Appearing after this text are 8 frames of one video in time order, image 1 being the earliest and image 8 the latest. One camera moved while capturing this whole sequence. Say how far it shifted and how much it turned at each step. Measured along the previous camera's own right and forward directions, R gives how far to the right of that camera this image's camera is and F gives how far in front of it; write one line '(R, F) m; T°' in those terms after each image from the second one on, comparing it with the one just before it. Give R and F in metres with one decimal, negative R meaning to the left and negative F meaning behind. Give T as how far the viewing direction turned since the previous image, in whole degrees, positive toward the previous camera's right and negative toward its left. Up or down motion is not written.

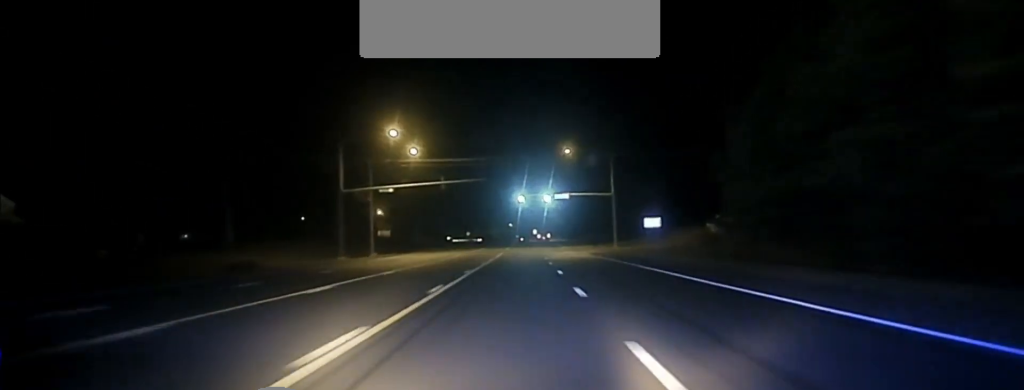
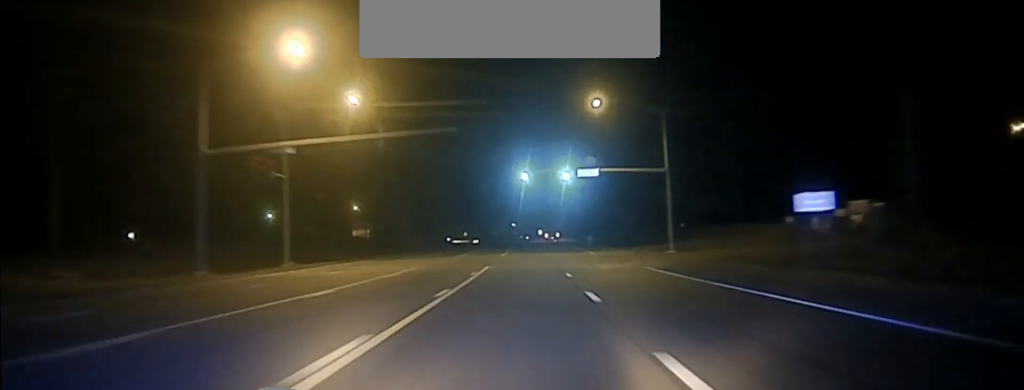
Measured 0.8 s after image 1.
(0.0, +33.5) m; 0°
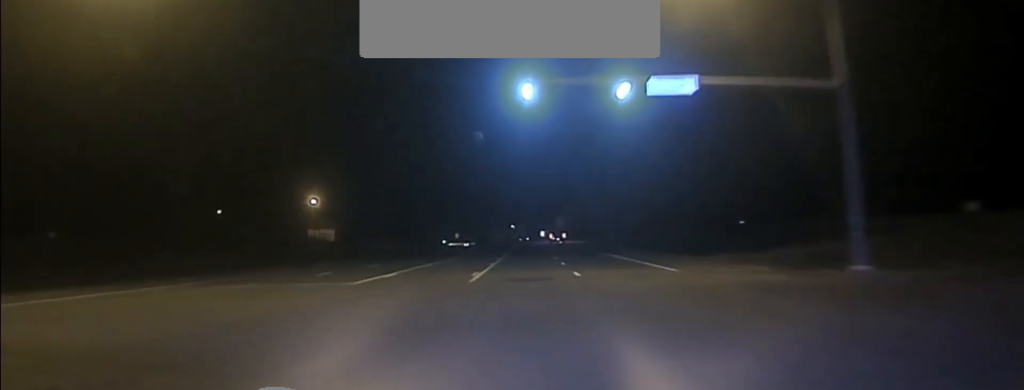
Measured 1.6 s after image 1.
(-0.1, +35.1) m; 0°
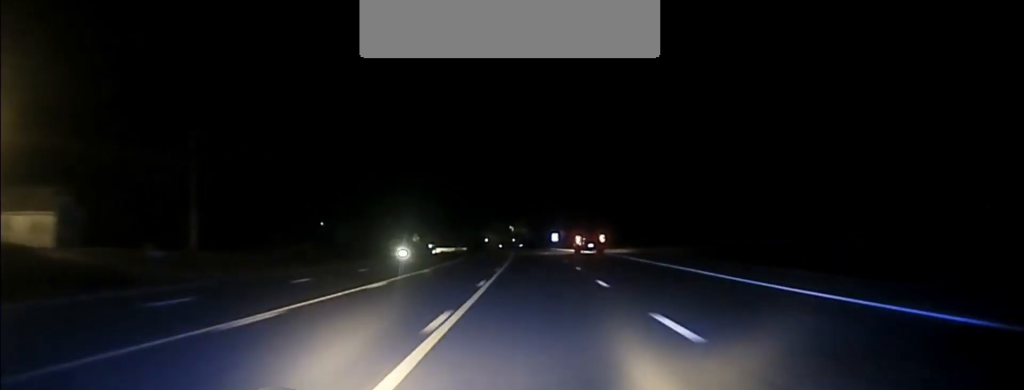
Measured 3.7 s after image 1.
(-1.2, +114.7) m; -1°
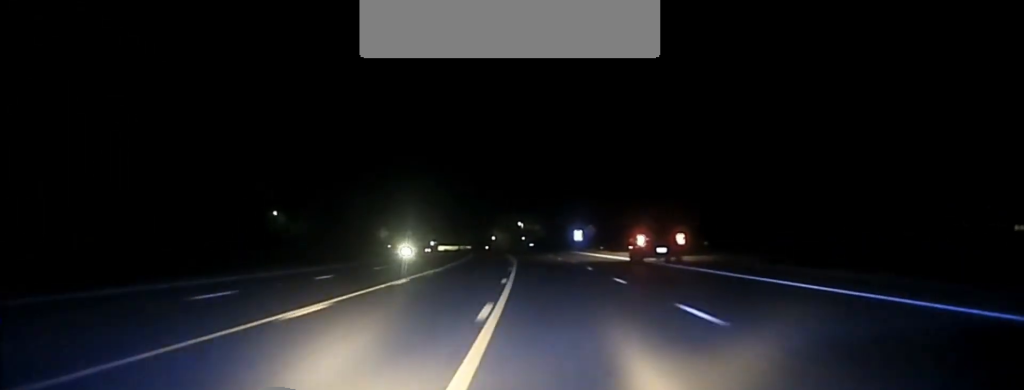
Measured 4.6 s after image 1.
(-0.4, +52.2) m; -1°
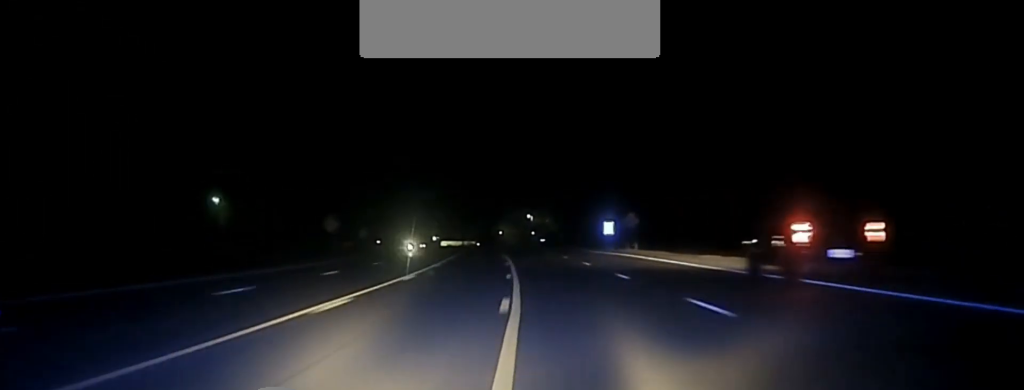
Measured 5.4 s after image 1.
(-0.2, +39.6) m; -1°
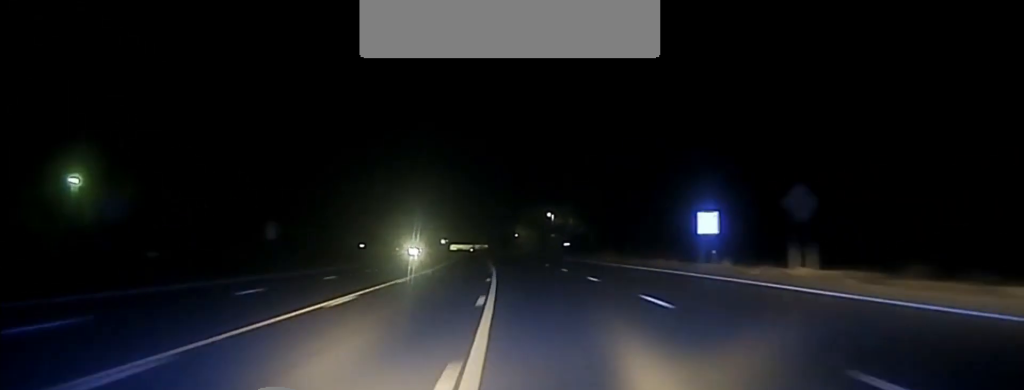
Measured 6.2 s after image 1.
(-0.2, +44.5) m; -2°
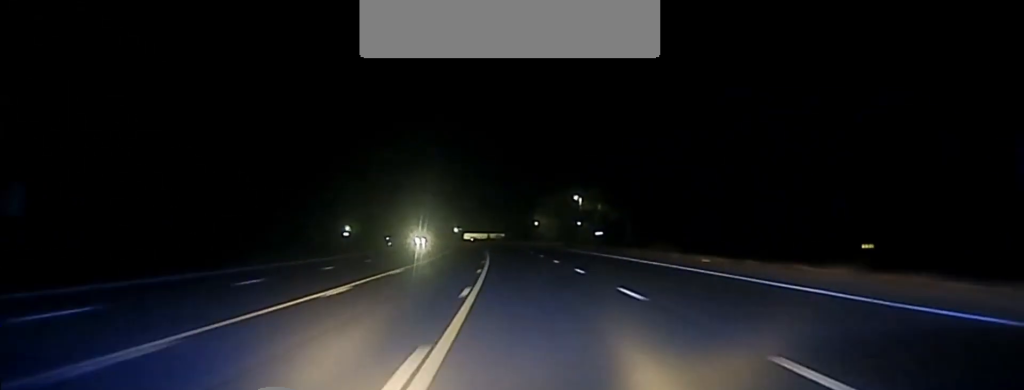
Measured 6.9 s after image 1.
(-1.0, +37.1) m; -1°
